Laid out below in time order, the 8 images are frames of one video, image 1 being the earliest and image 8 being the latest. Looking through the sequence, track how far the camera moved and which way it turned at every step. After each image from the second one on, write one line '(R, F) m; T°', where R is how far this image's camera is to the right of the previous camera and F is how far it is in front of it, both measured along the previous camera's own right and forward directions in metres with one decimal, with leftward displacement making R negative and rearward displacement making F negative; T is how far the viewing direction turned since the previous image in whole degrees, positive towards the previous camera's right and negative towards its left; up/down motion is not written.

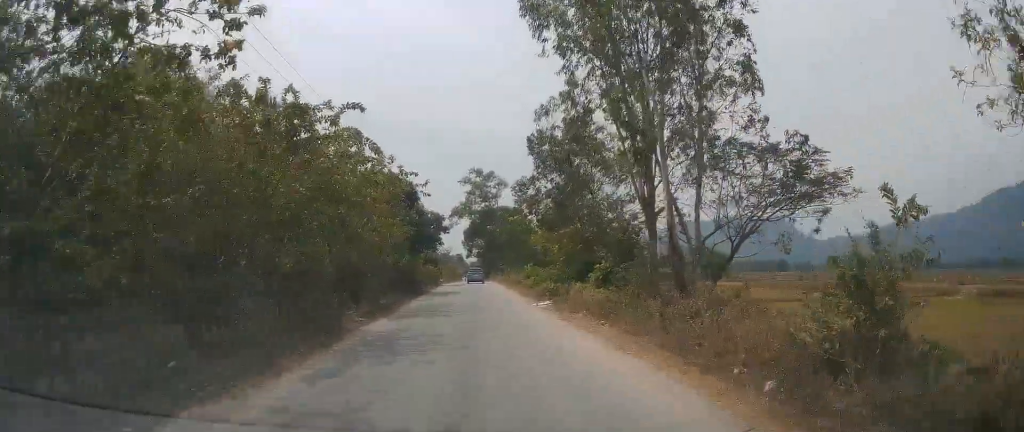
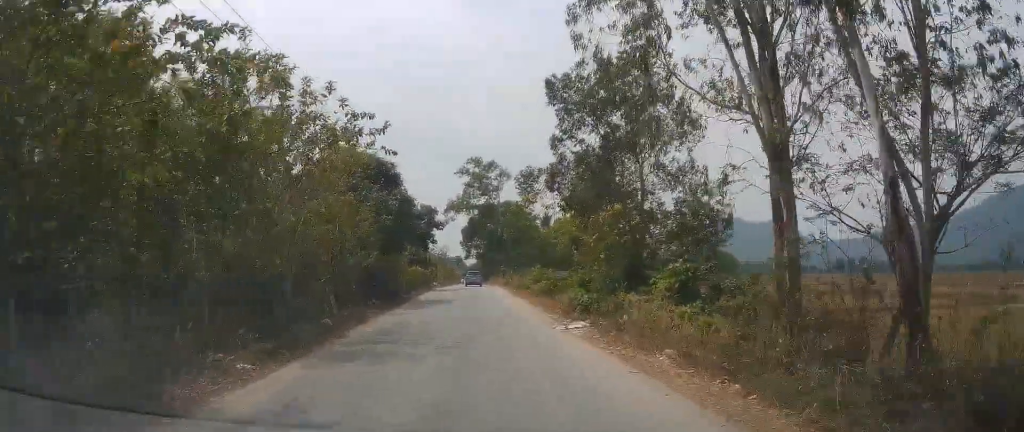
(0.0, +8.3) m; 0°
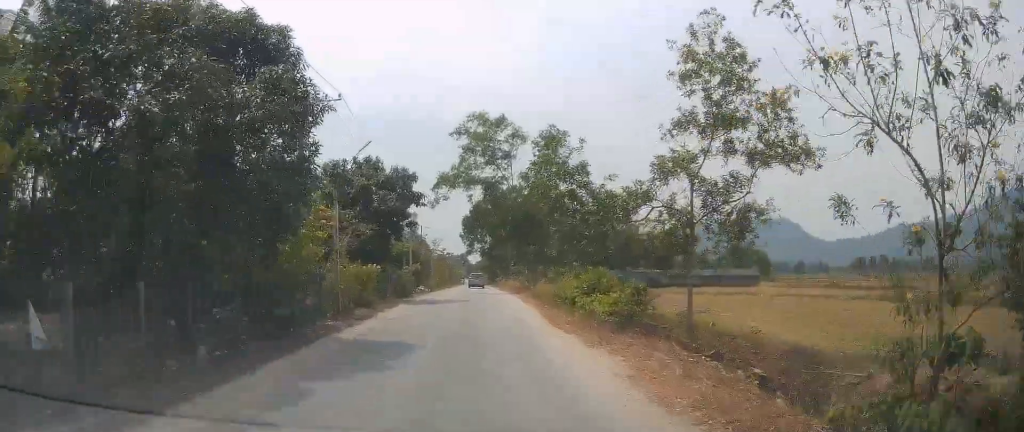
(-0.2, +18.3) m; -3°
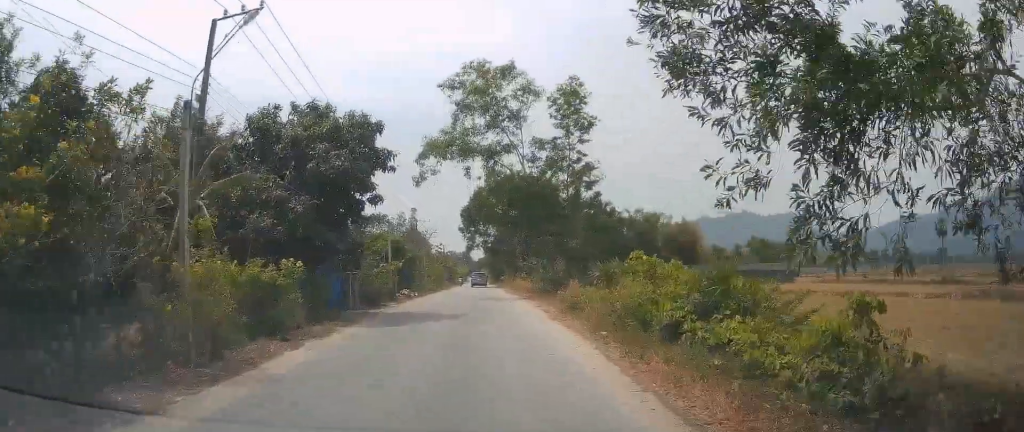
(-0.4, +11.0) m; -2°
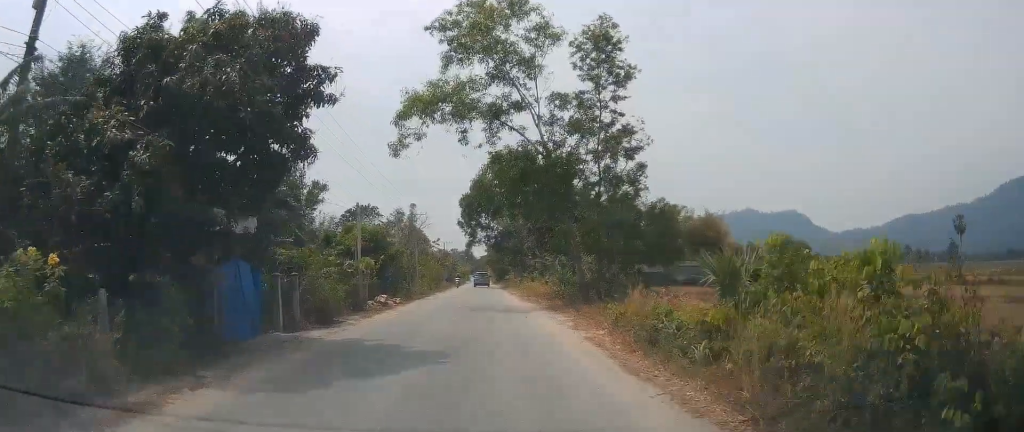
(0.0, +8.8) m; +2°
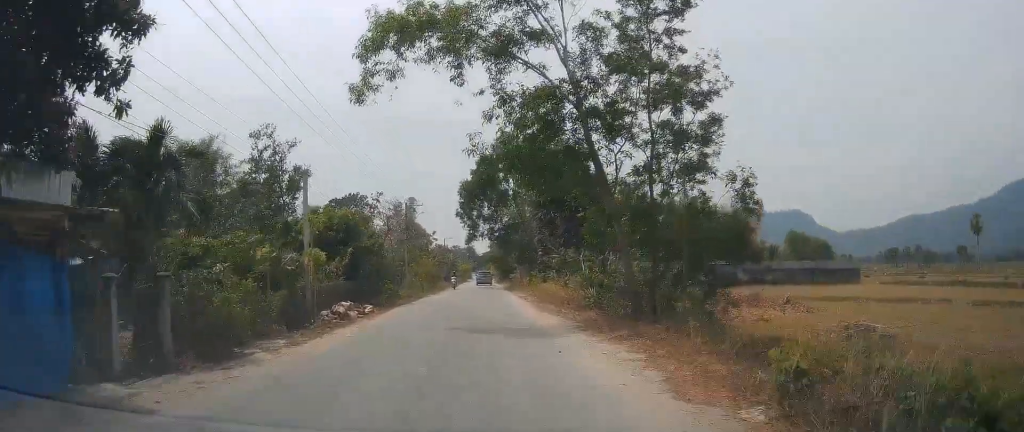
(+0.2, +8.2) m; +1°
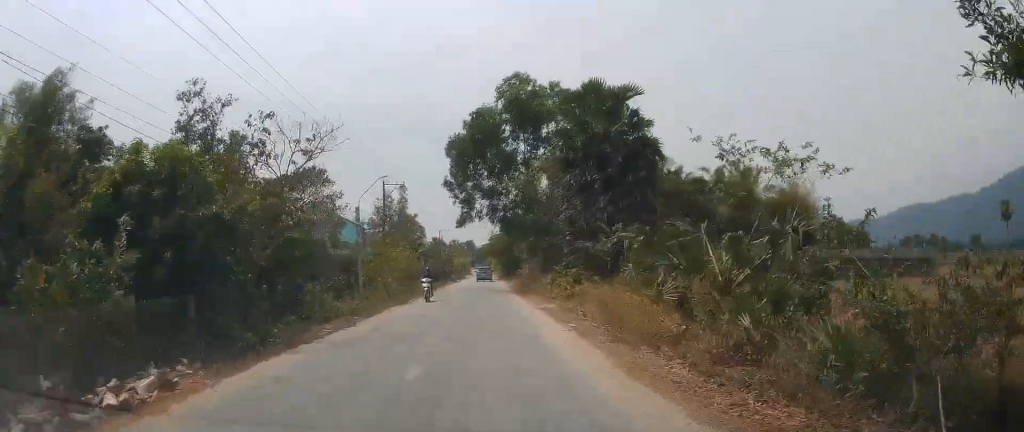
(+0.2, +15.2) m; 0°
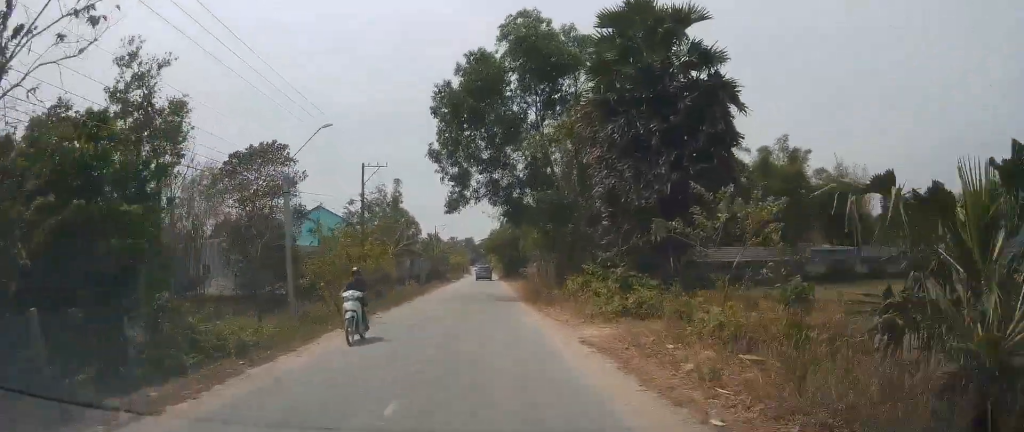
(-0.1, +9.7) m; -1°
